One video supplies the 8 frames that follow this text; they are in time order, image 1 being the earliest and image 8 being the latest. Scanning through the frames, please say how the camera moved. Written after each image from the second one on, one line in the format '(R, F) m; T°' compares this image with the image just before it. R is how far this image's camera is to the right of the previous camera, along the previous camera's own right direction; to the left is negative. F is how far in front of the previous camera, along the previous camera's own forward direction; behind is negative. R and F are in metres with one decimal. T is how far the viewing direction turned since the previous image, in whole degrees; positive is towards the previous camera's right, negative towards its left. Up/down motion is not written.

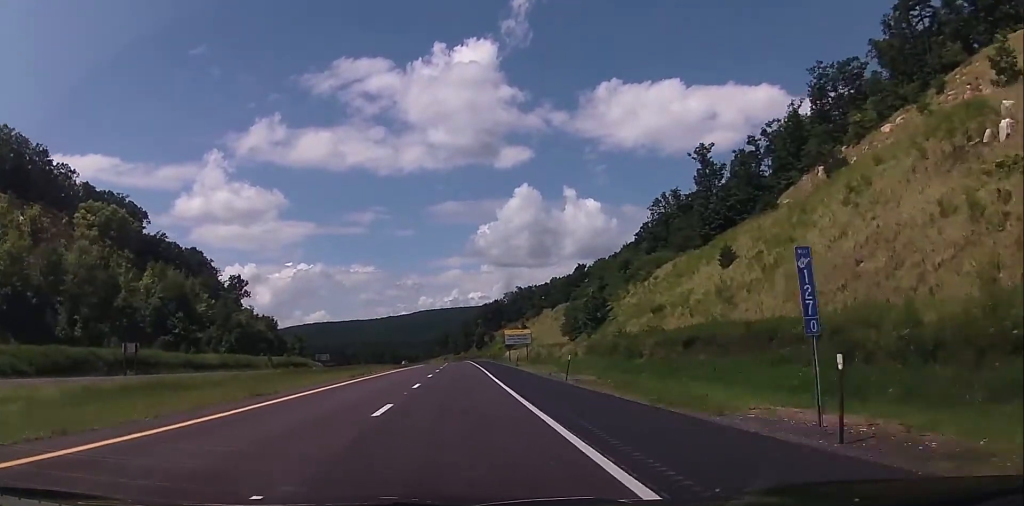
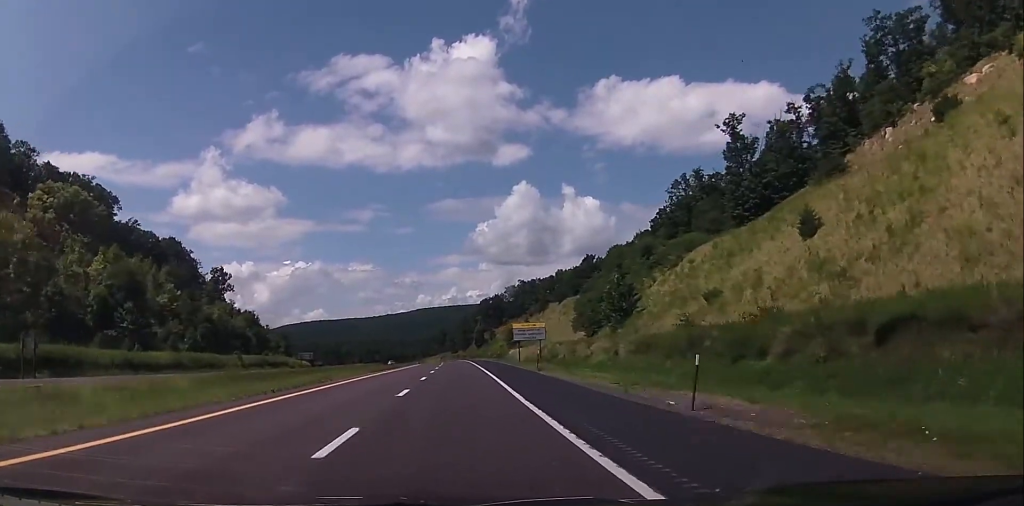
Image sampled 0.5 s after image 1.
(+0.2, +18.2) m; 0°
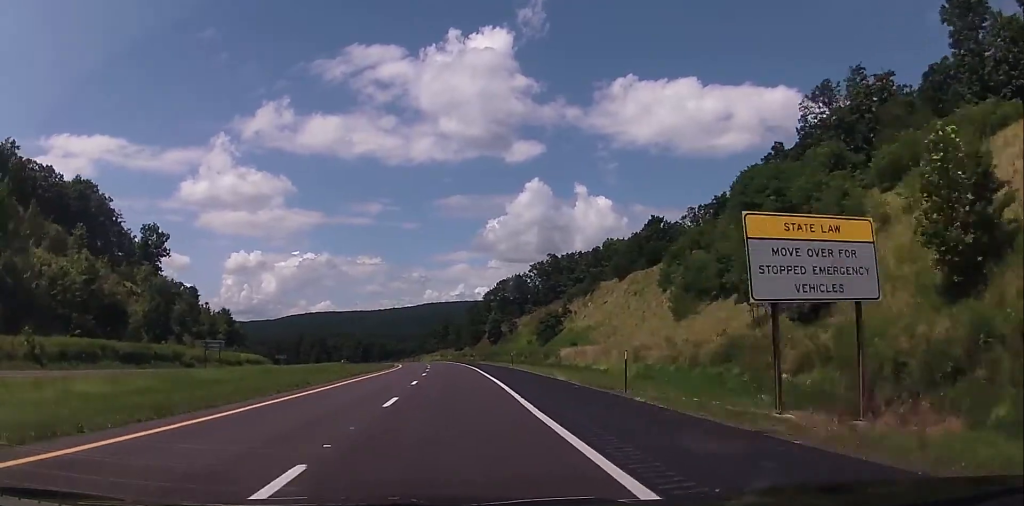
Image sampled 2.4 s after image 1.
(-0.3, +64.5) m; -1°
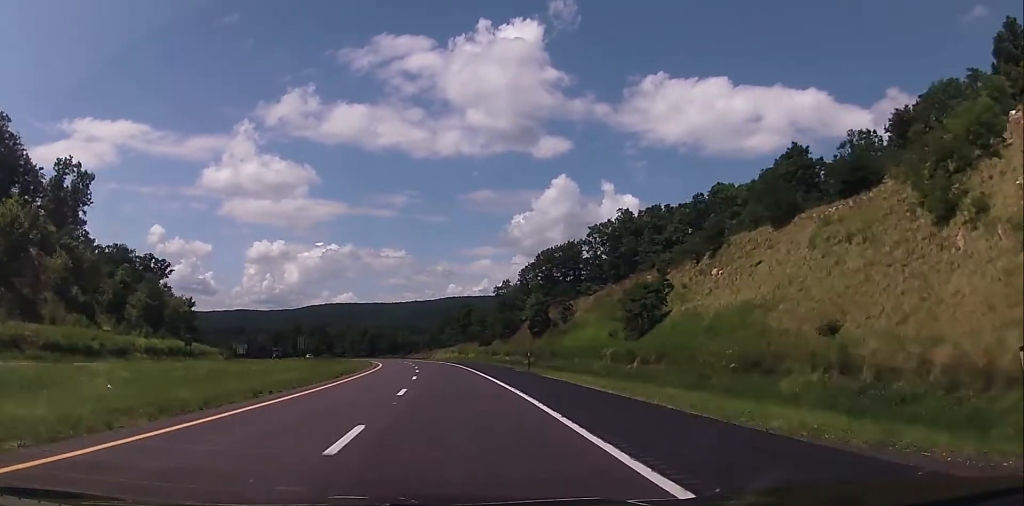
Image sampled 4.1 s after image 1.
(-0.2, +56.6) m; -1°
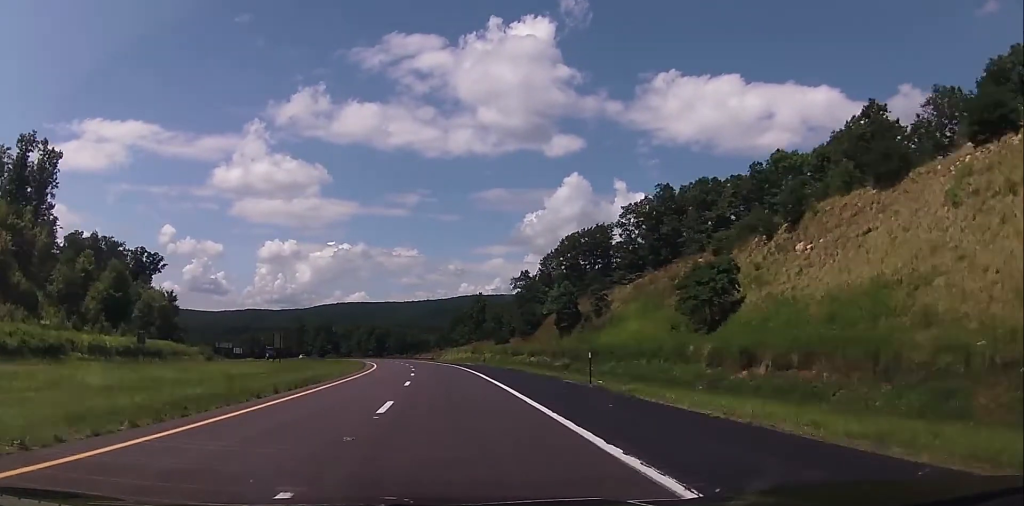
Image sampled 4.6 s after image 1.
(-0.2, +18.1) m; -1°
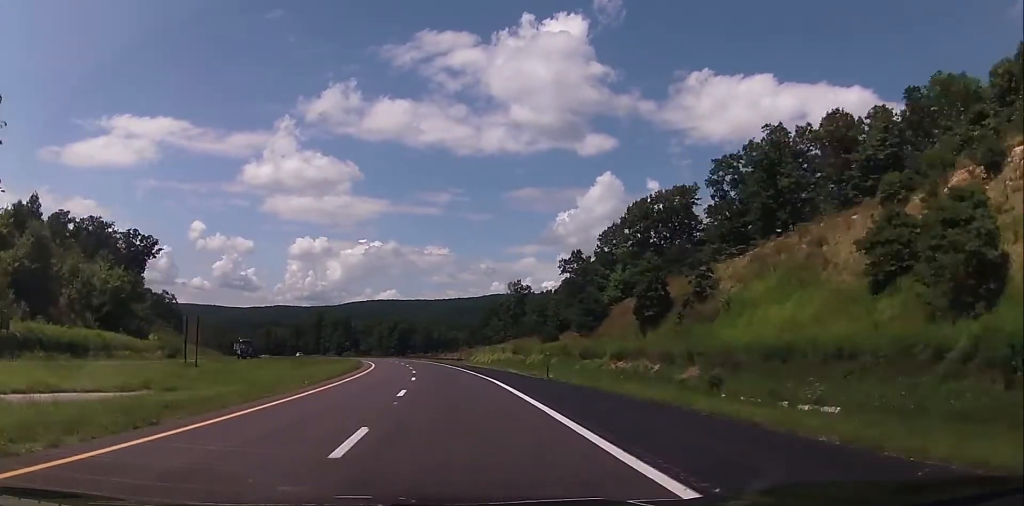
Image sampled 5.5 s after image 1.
(-0.4, +30.6) m; -2°
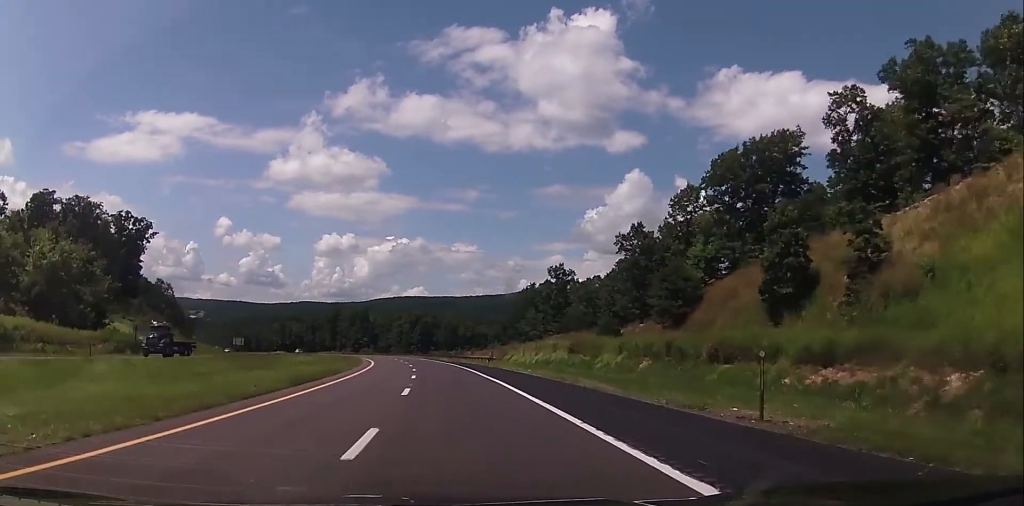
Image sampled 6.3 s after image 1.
(-0.2, +24.9) m; -2°
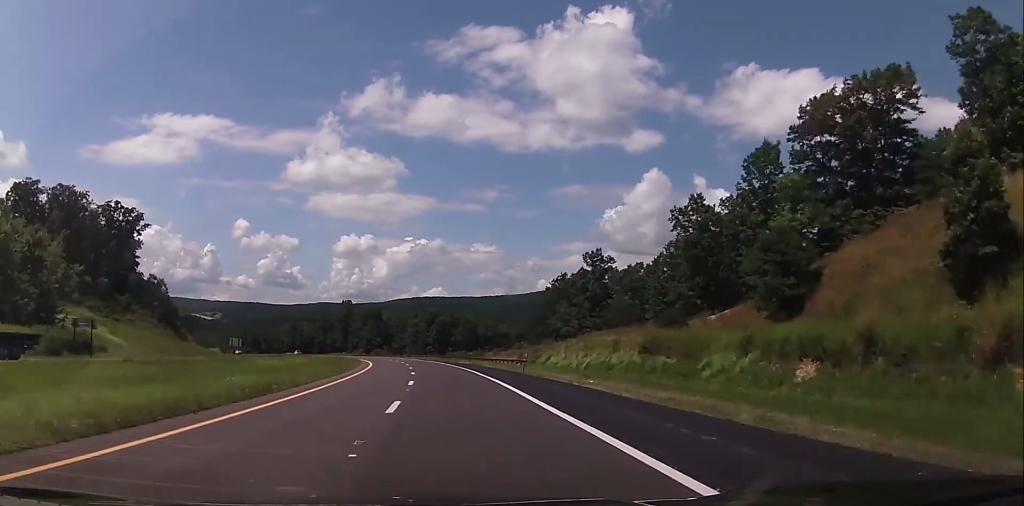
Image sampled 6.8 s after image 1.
(-0.1, +18.1) m; -2°
